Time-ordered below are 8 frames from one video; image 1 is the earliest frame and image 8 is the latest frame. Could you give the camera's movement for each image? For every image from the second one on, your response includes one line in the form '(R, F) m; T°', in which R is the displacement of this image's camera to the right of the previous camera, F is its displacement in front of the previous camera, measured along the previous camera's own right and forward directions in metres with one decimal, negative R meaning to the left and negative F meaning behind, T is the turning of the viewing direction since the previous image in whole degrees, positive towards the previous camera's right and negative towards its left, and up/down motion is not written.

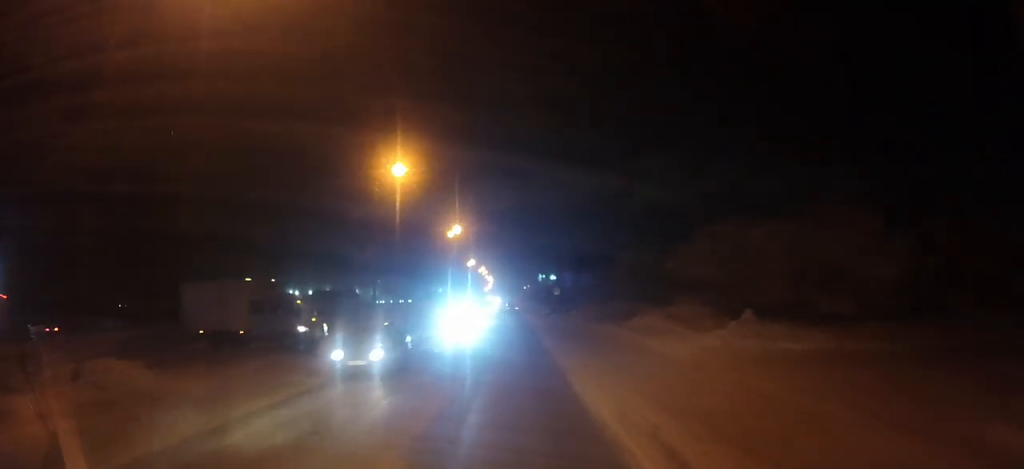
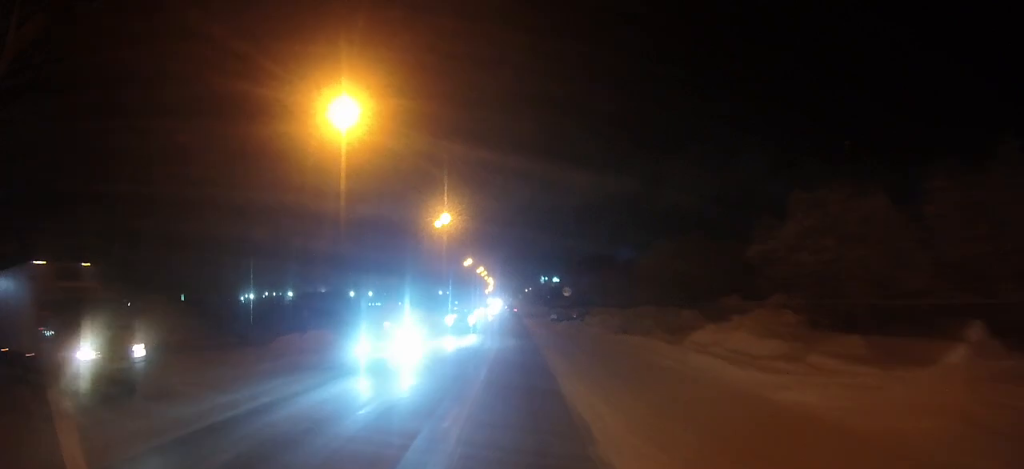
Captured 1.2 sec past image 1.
(-0.2, +10.7) m; -3°
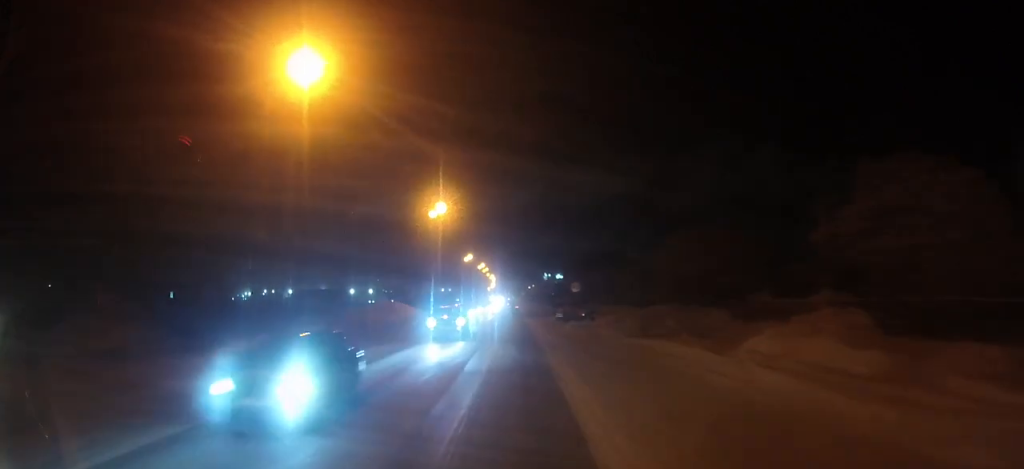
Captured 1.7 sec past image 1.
(-0.1, +4.8) m; -1°
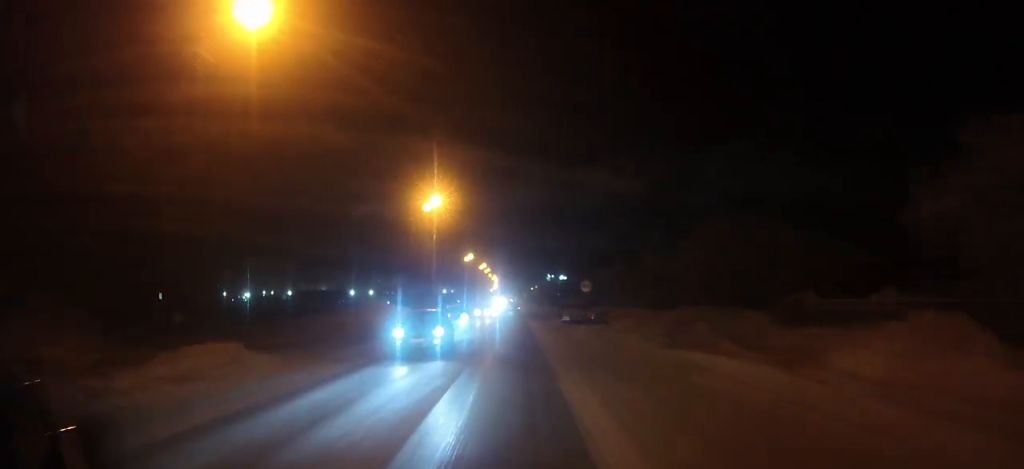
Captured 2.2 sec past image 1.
(0.0, +4.5) m; -1°
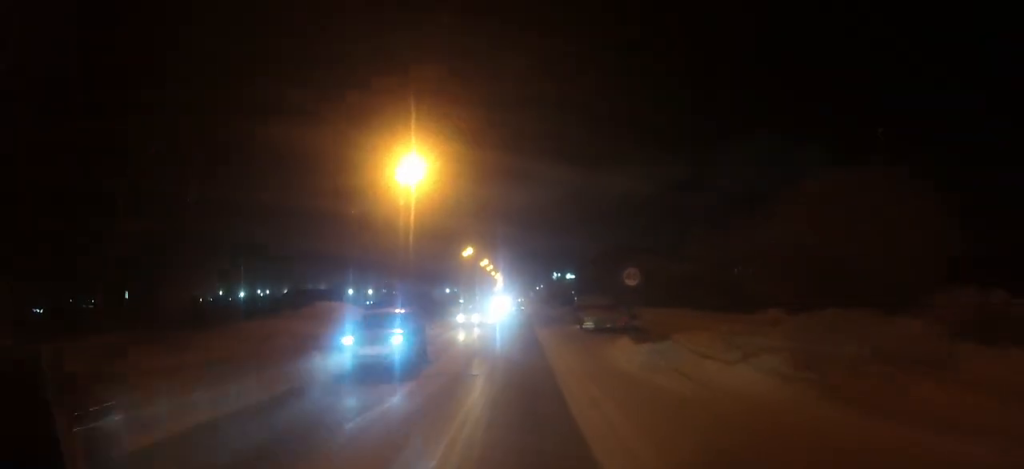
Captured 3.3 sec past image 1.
(-0.1, +11.7) m; -1°
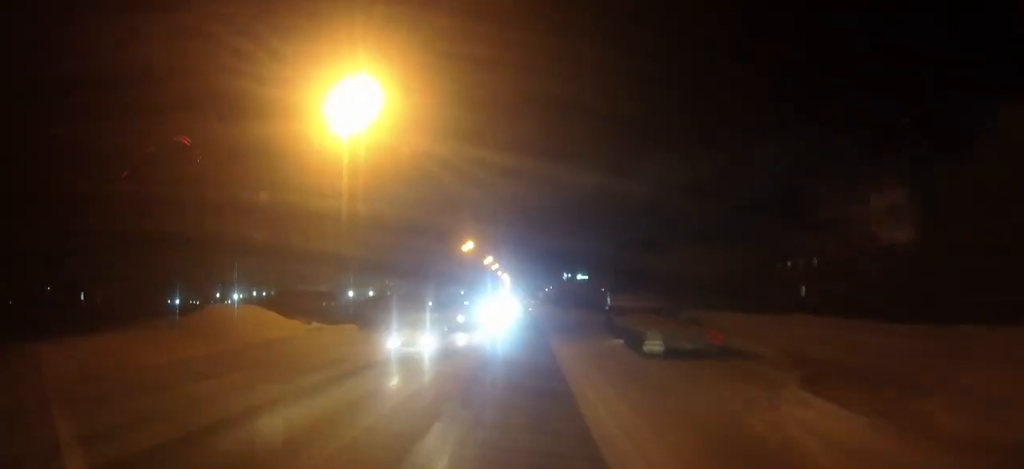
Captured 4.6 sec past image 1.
(-0.3, +13.7) m; -2°
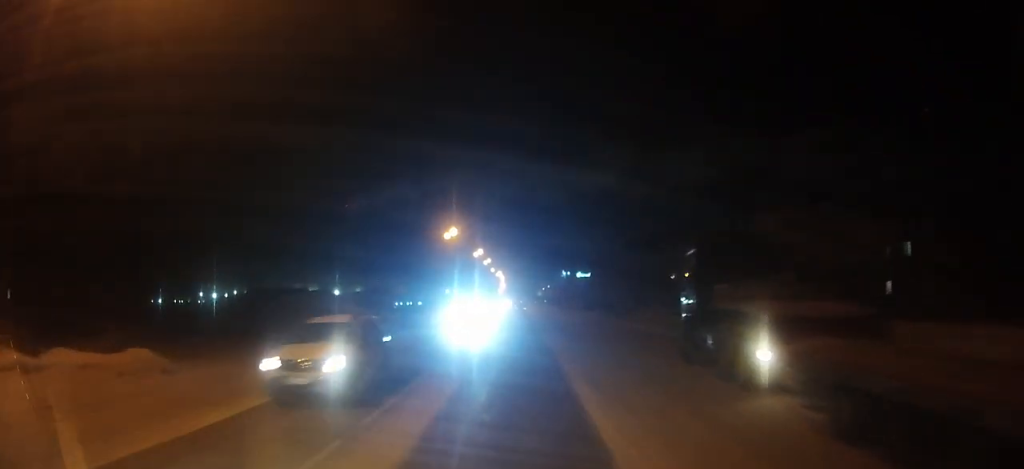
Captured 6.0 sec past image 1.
(-0.1, +16.2) m; 0°
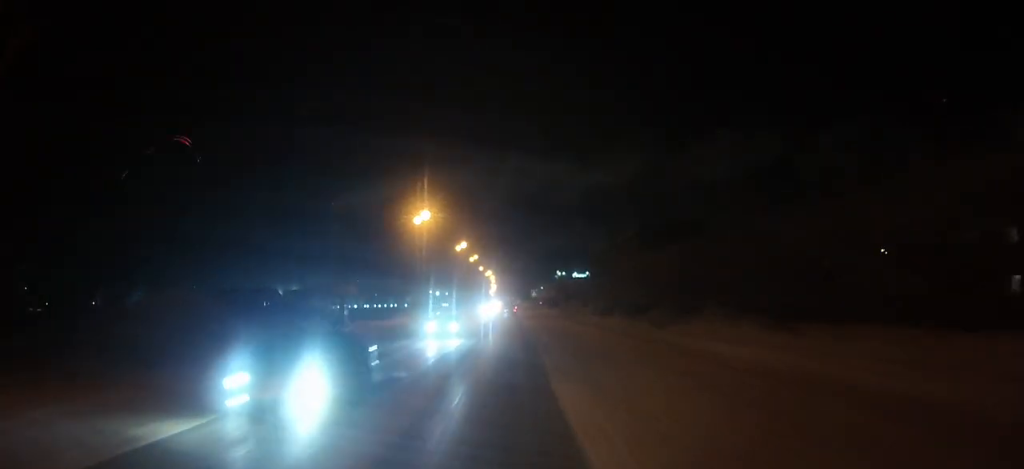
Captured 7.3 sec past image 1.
(0.0, +16.1) m; 0°
